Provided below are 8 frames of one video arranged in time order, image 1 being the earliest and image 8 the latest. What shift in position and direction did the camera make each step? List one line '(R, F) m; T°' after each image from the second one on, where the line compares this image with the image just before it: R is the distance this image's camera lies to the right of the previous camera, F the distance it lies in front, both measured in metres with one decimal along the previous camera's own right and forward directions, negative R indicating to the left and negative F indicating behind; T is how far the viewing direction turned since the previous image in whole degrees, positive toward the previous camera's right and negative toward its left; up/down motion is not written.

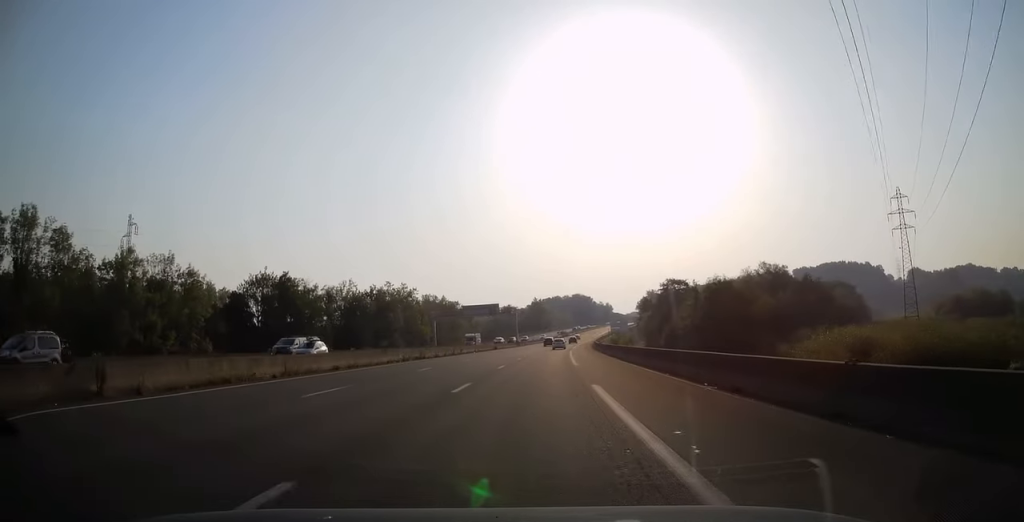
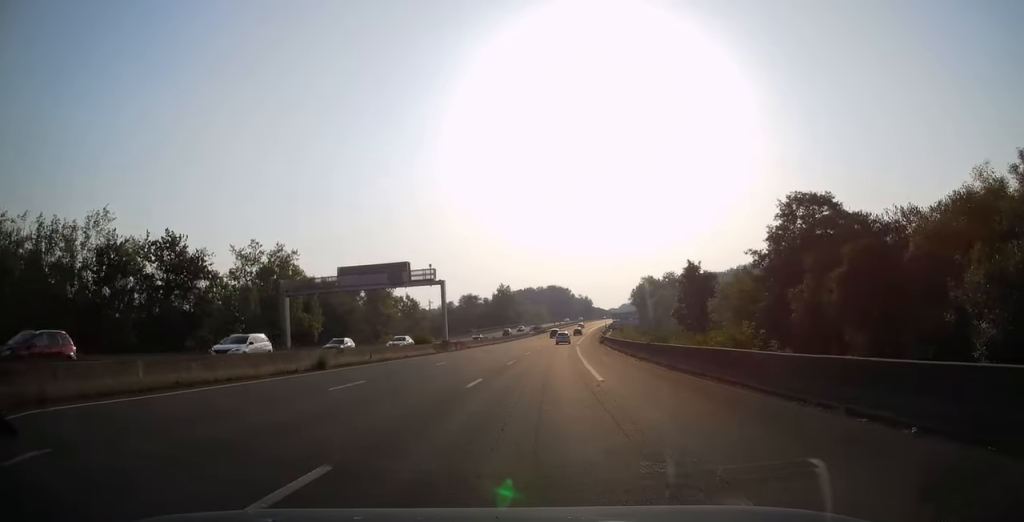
(+1.2, +64.2) m; +3°
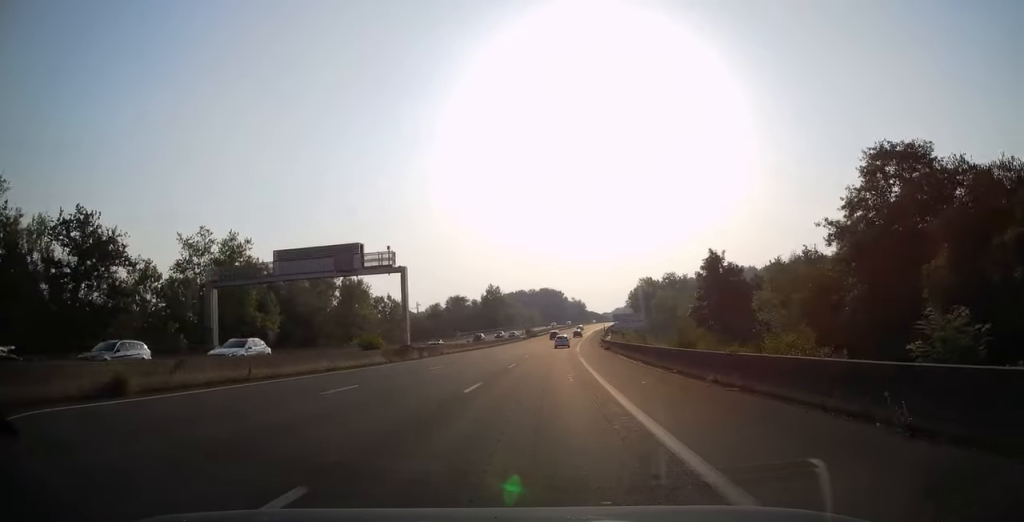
(+0.2, +13.8) m; +1°
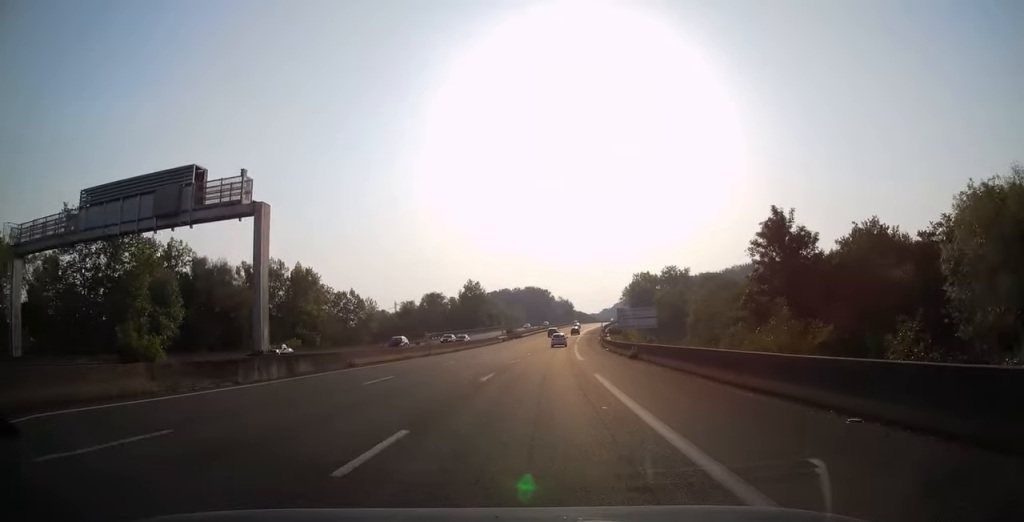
(+0.5, +22.2) m; +1°
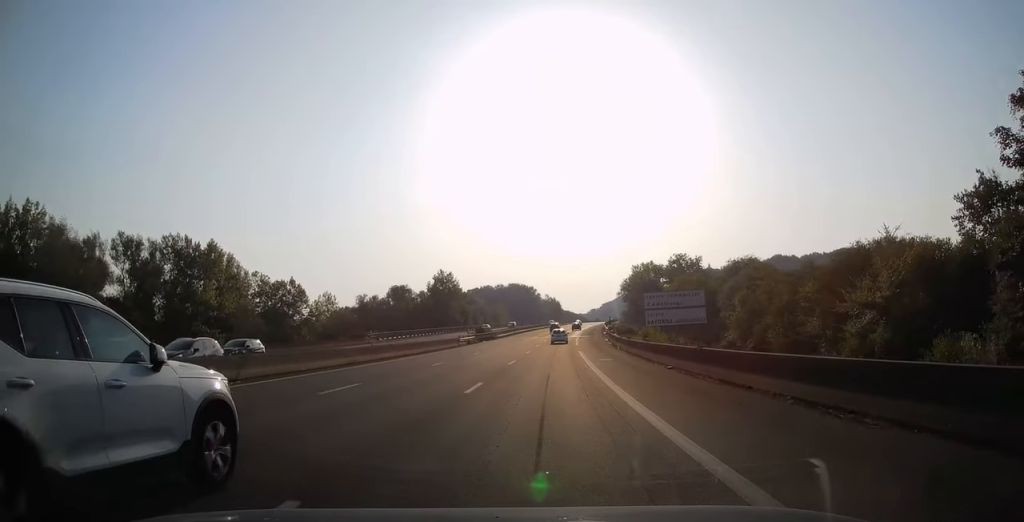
(0.0, +30.1) m; 0°
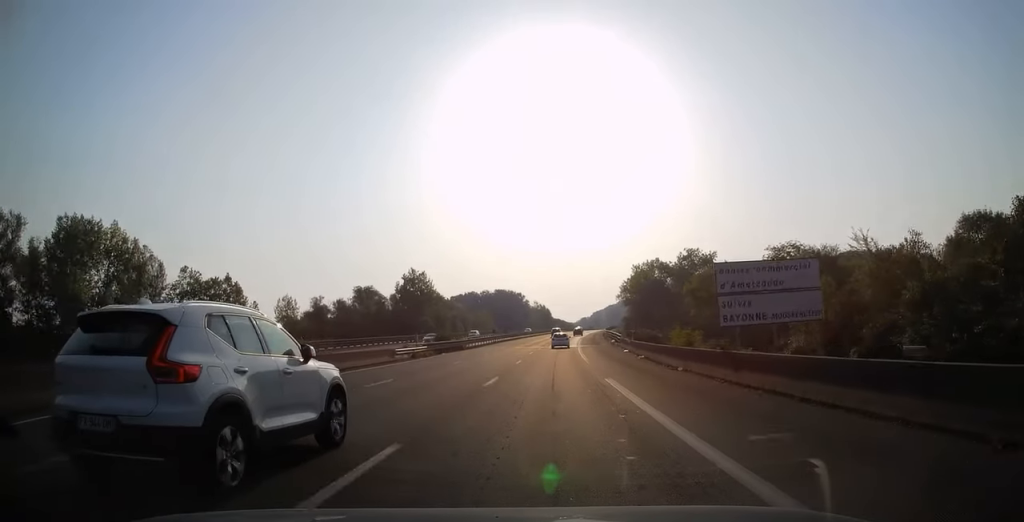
(0.0, +23.1) m; +1°
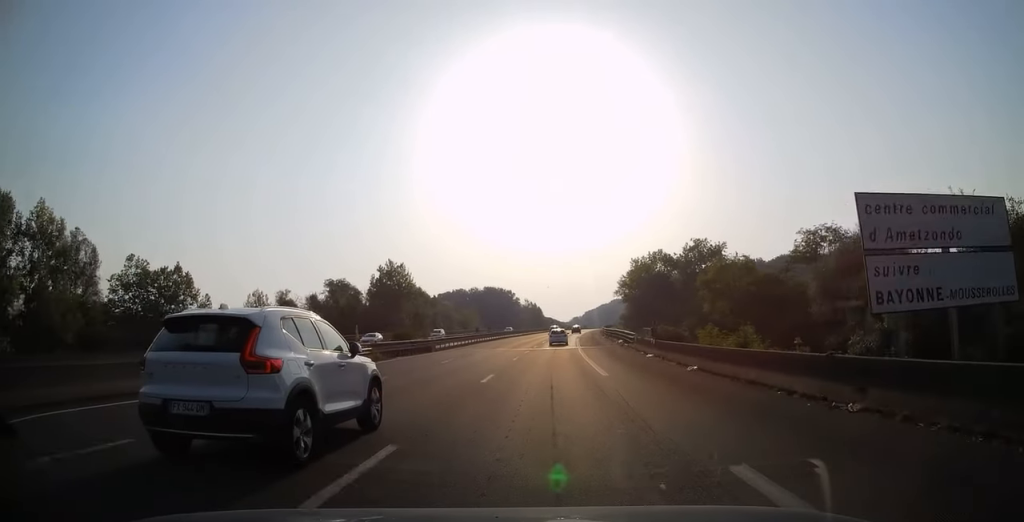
(+0.1, +13.3) m; +1°
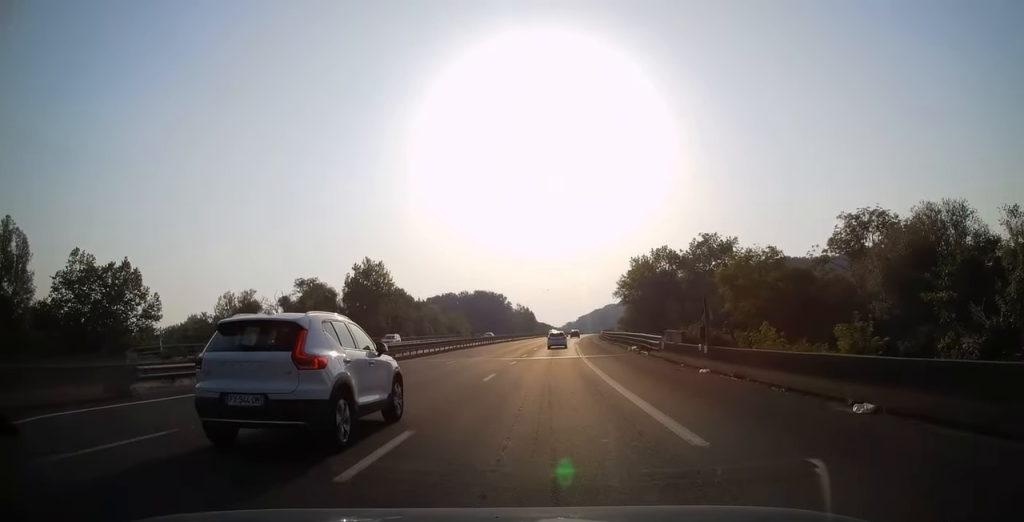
(+0.3, +11.8) m; +1°
